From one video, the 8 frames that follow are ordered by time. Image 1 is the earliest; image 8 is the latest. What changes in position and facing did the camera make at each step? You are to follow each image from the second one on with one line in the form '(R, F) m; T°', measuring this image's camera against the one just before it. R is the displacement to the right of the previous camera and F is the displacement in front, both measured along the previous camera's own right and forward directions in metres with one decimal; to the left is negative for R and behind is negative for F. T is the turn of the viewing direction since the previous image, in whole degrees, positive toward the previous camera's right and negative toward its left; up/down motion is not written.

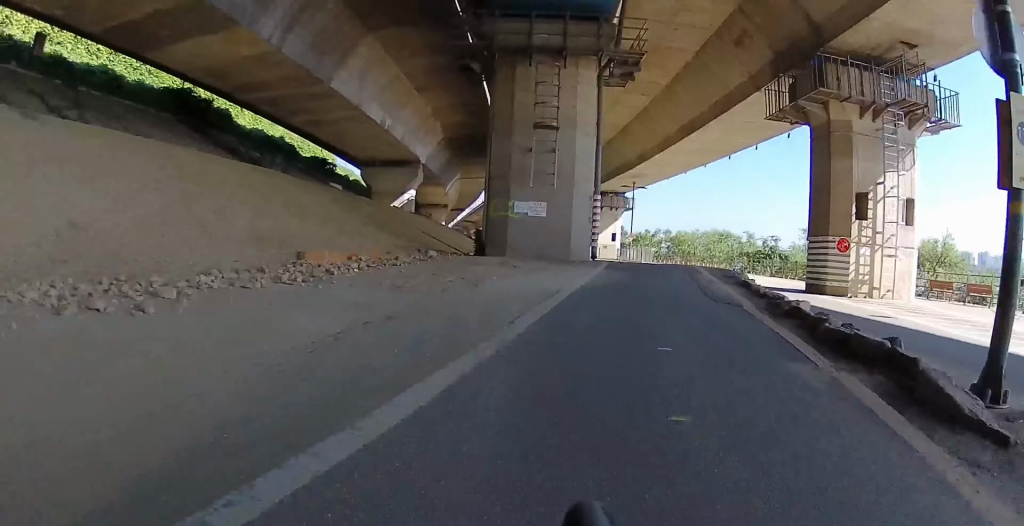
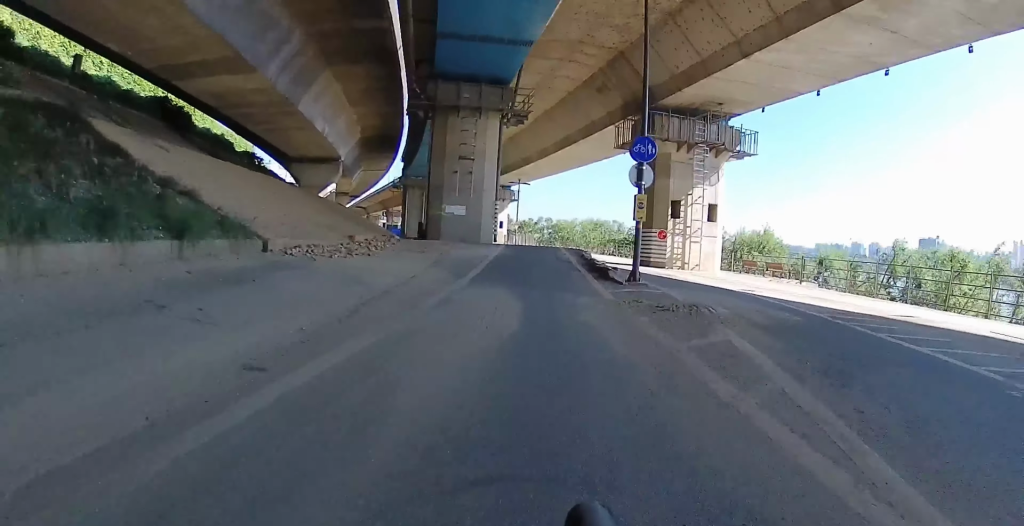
(-0.1, +8.9) m; 0°
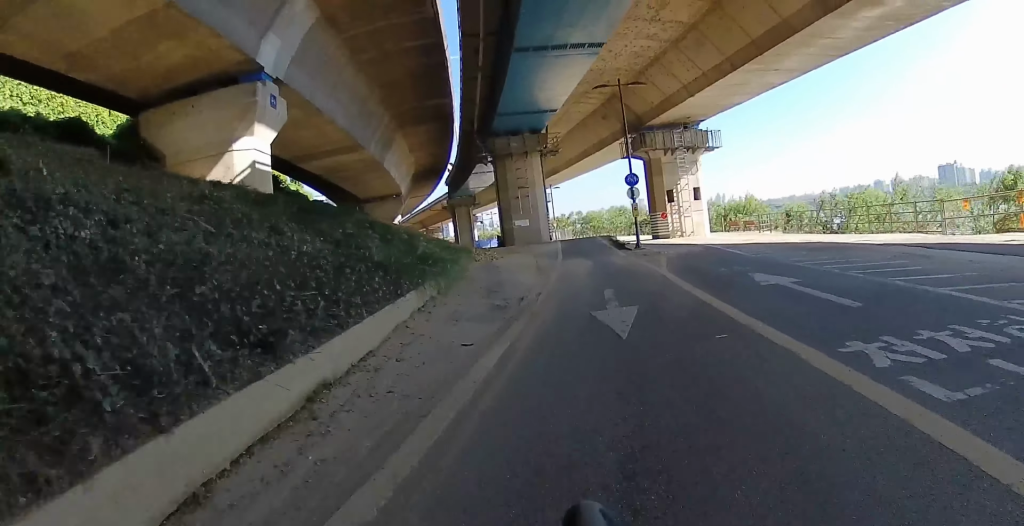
(+0.1, +11.7) m; 0°
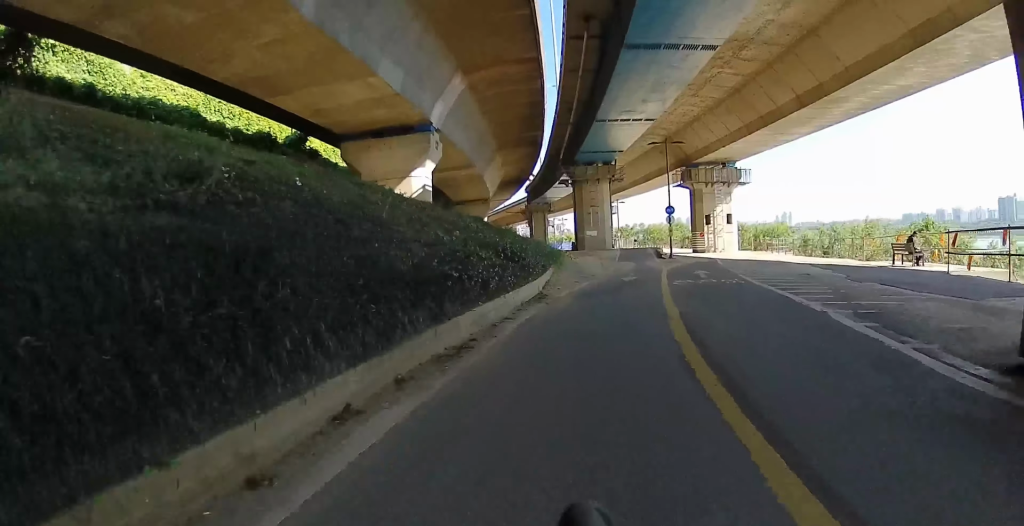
(0.0, +11.0) m; -1°
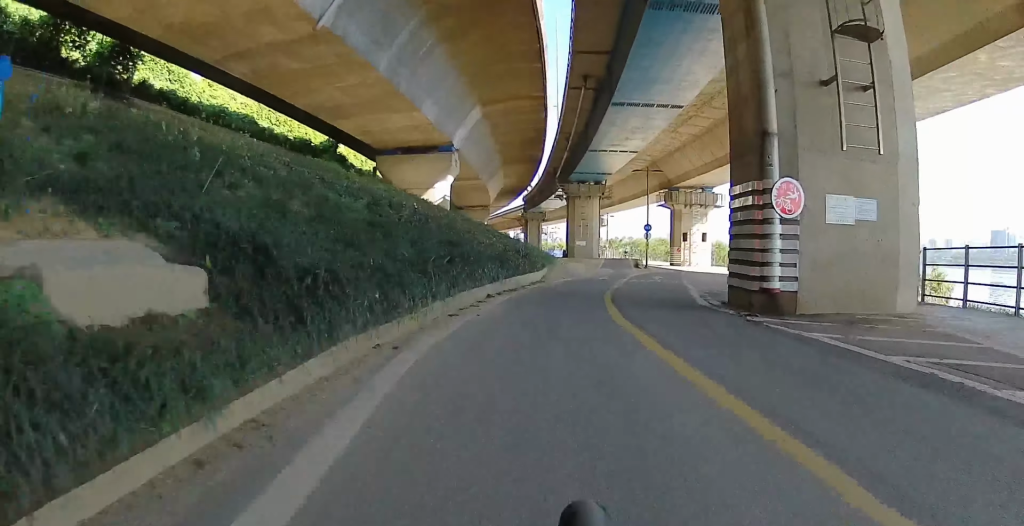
(0.0, +6.2) m; 0°
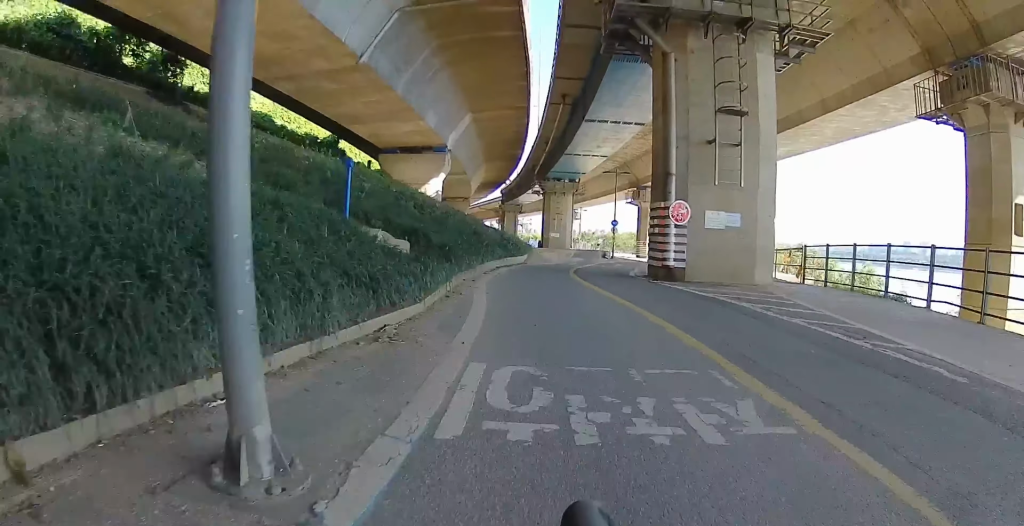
(-0.2, +5.2) m; +1°
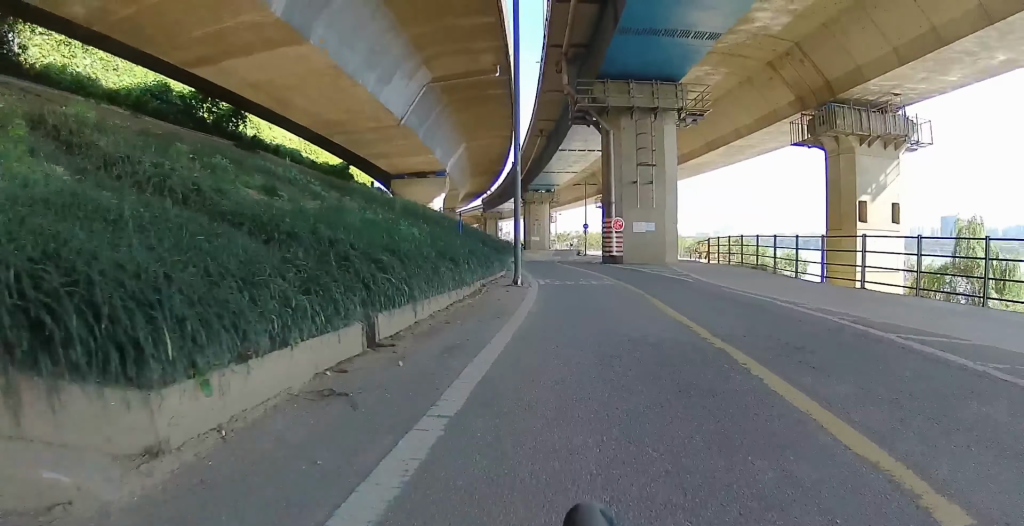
(+0.3, +9.0) m; -1°
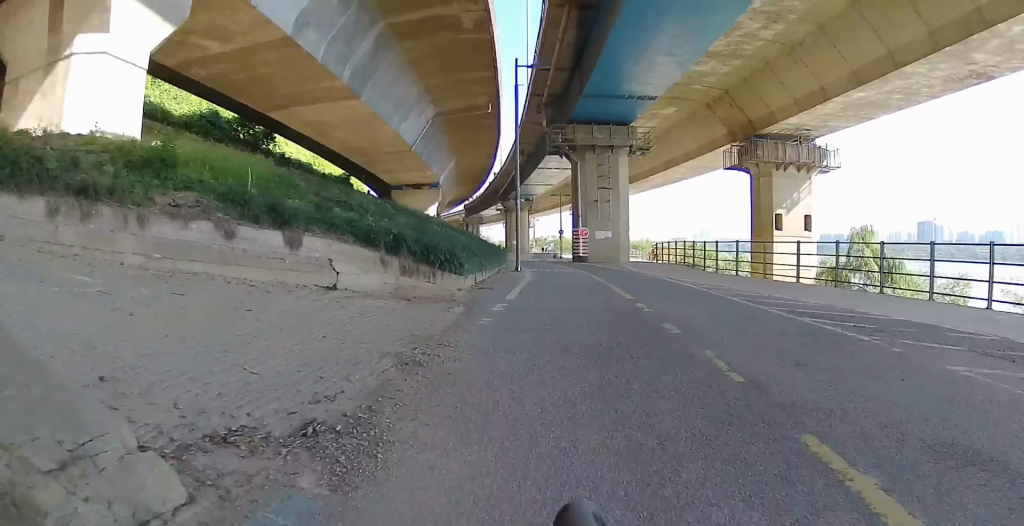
(-0.3, +7.2) m; -2°
